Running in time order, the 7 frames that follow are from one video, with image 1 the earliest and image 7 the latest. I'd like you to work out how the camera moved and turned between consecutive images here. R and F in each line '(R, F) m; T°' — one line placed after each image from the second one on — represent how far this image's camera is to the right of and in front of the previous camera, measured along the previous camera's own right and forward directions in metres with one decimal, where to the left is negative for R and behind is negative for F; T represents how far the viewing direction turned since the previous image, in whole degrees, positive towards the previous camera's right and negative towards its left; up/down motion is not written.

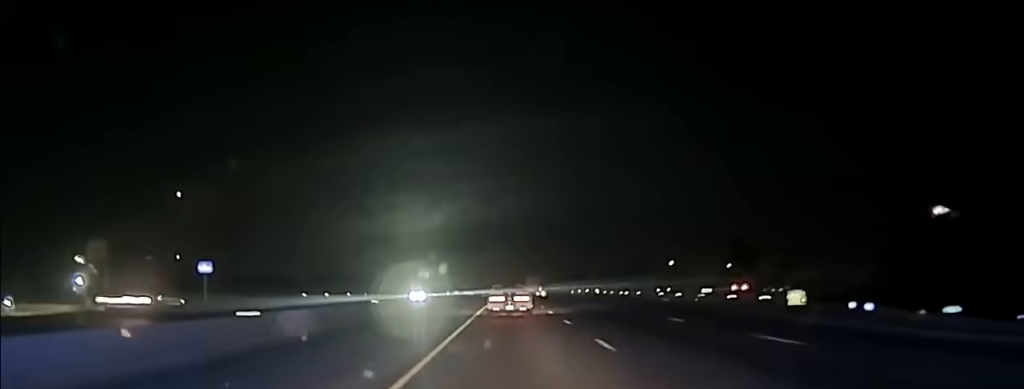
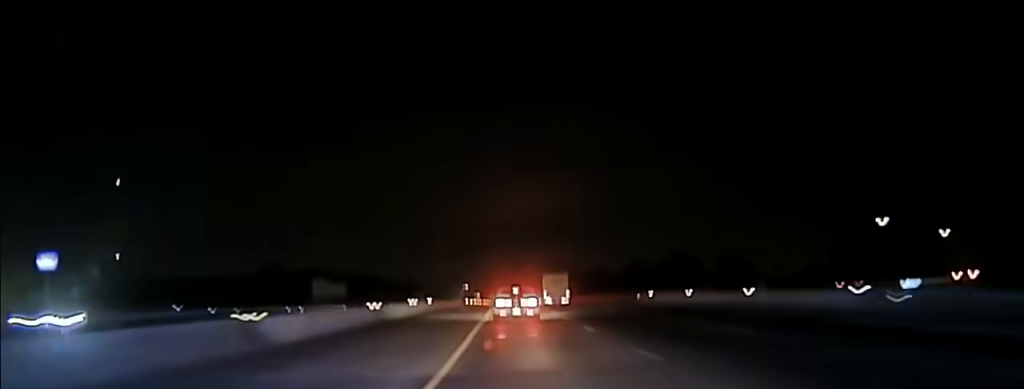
(+0.1, +96.1) m; 0°
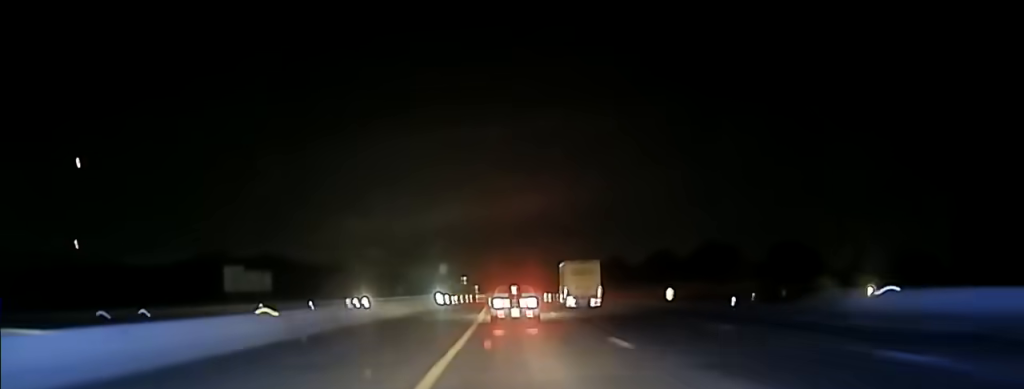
(-0.1, +50.1) m; 0°
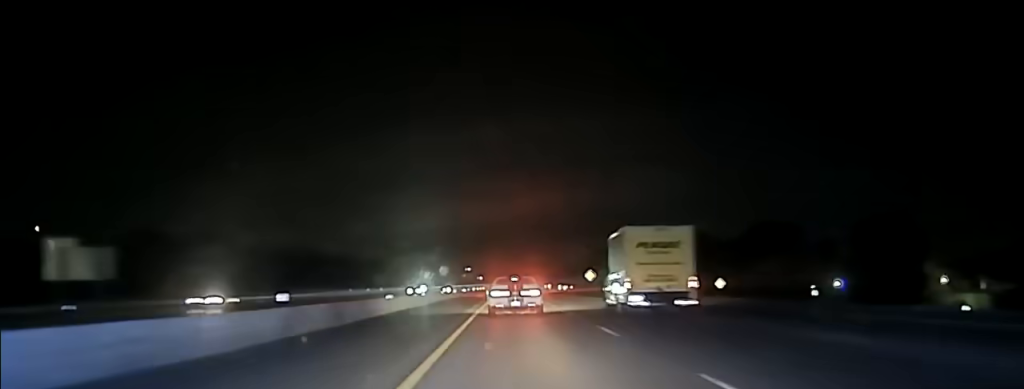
(-0.1, +47.9) m; 0°
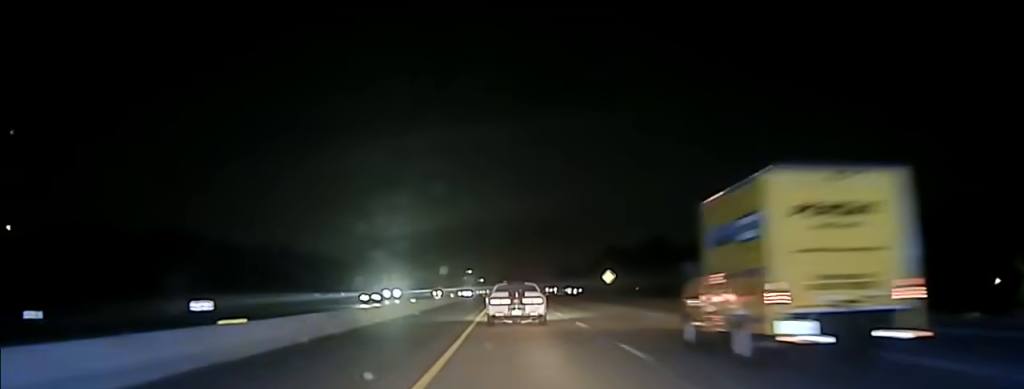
(0.0, +28.2) m; 0°
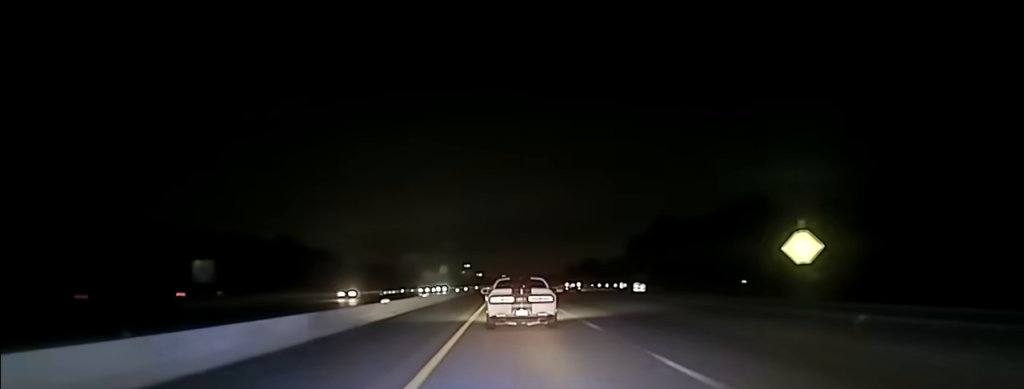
(+0.1, +89.4) m; 0°
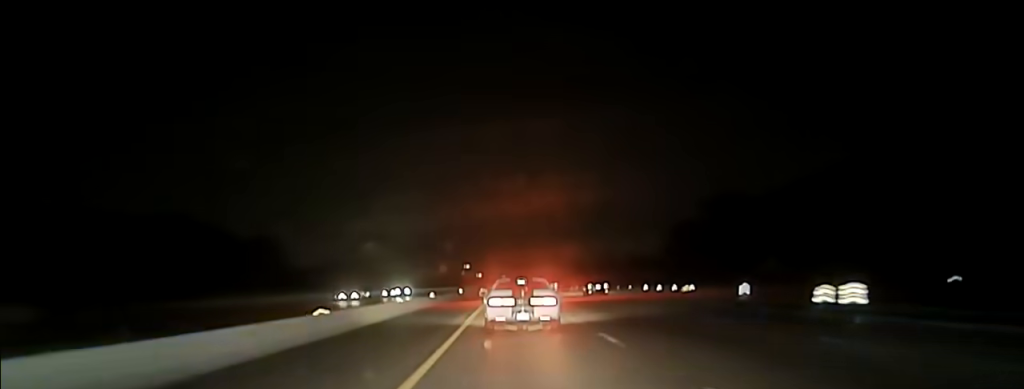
(-0.2, +53.8) m; 0°
